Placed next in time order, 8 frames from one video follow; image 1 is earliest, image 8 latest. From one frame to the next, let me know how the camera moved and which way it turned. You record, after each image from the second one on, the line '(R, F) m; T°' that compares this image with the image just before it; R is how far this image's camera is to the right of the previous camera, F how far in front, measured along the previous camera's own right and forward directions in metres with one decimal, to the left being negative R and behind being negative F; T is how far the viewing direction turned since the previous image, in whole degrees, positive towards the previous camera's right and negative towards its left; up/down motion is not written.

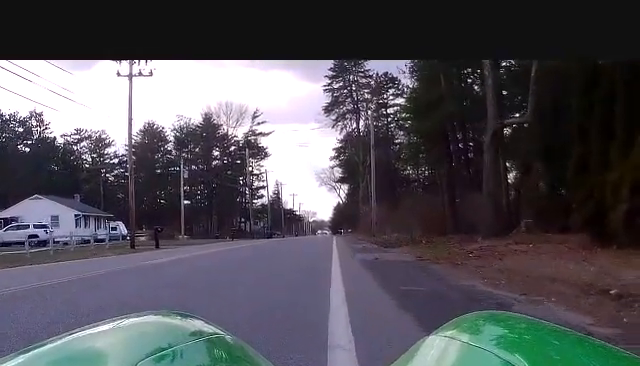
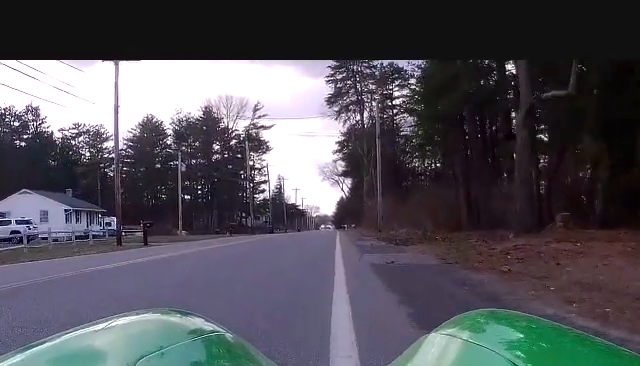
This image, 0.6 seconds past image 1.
(0.0, +4.0) m; 0°
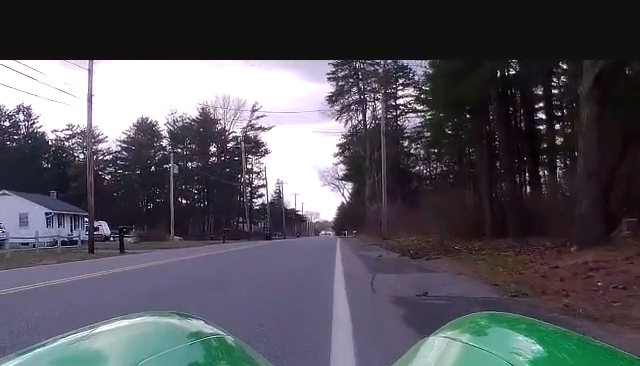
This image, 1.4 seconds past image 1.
(0.0, +3.0) m; 0°
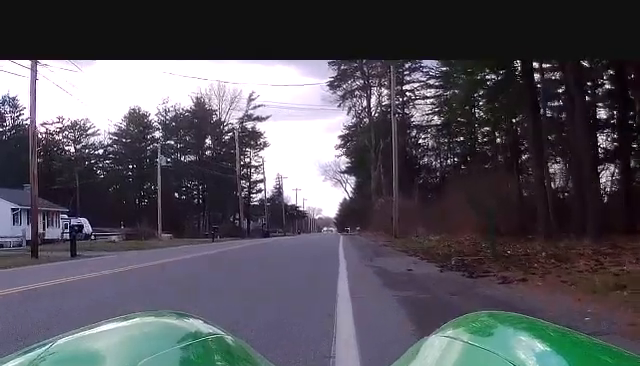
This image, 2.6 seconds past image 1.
(0.0, +7.4) m; 0°
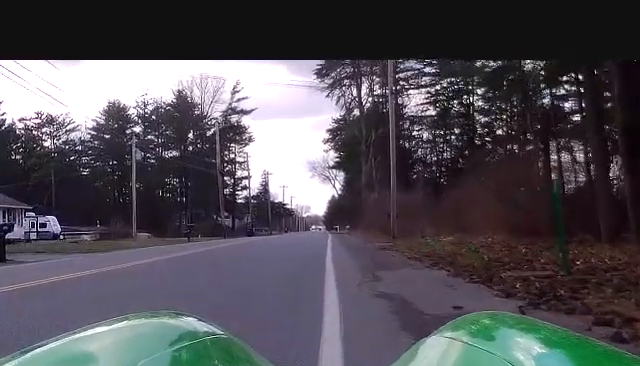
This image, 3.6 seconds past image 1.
(0.0, +6.9) m; 0°
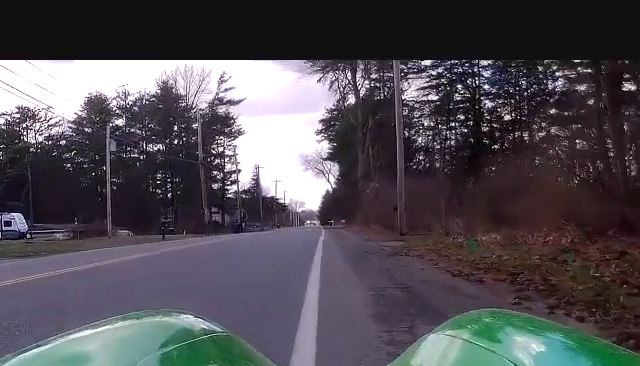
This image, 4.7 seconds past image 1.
(-0.1, +7.5) m; -2°
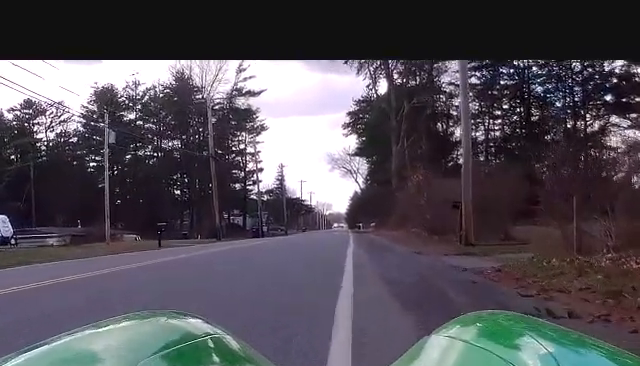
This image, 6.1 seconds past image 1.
(-0.2, +8.4) m; -1°
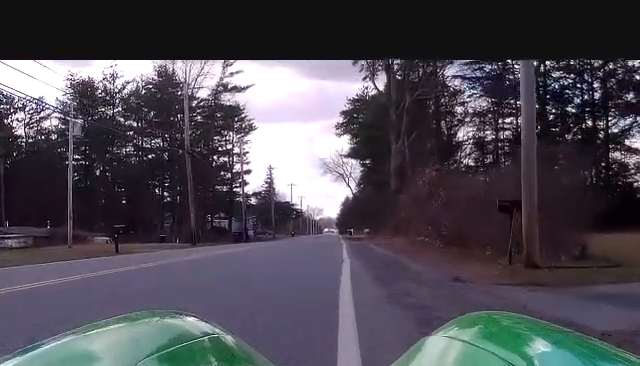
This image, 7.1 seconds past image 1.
(+0.1, +7.2) m; -3°
